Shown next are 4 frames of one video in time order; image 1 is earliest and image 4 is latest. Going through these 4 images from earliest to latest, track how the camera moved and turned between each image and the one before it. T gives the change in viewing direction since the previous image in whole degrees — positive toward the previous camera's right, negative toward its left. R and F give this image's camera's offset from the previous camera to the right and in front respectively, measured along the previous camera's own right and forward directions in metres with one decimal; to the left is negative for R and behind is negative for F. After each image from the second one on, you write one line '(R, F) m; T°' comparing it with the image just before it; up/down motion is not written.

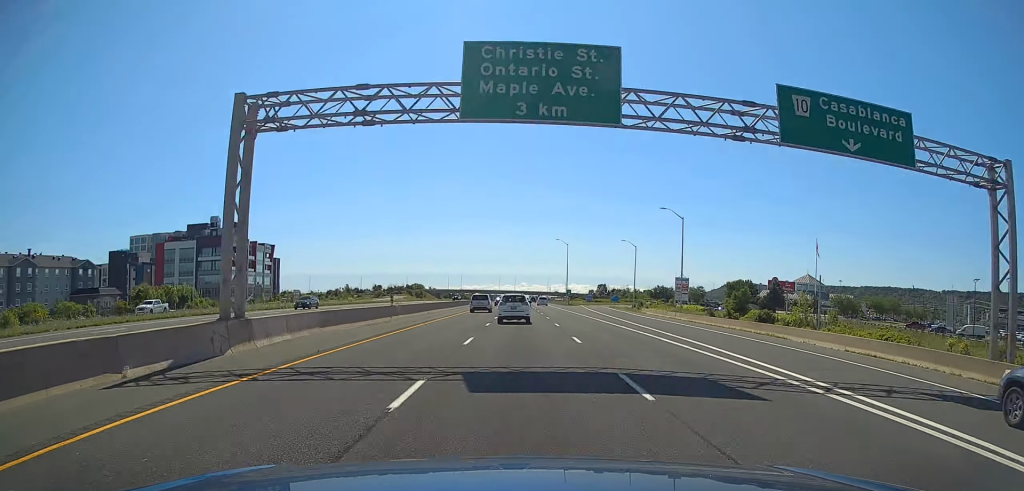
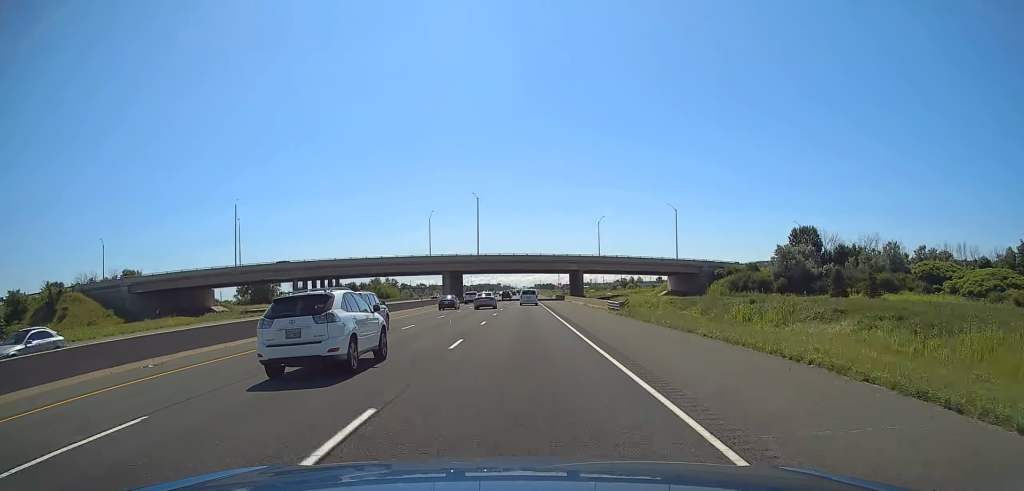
(-2.2, +356.2) m; -1°
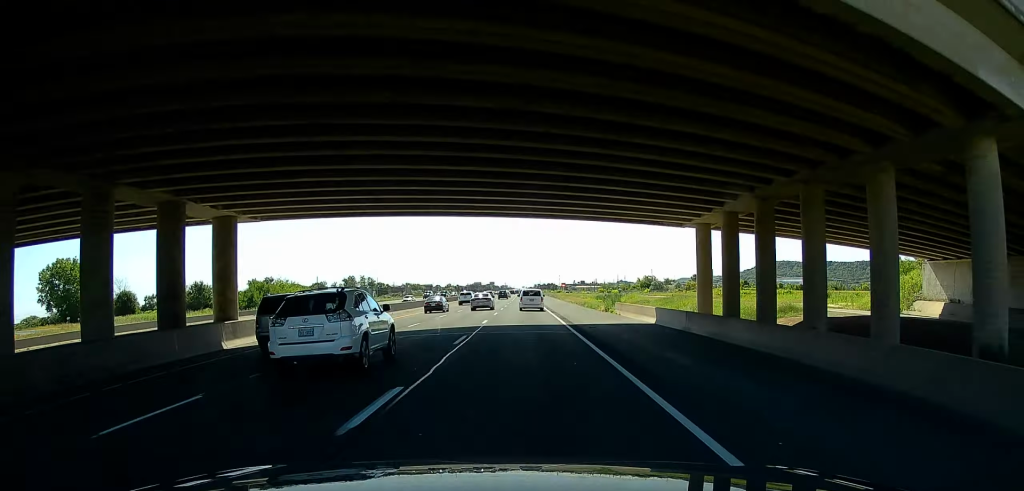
(-0.1, +106.1) m; 0°
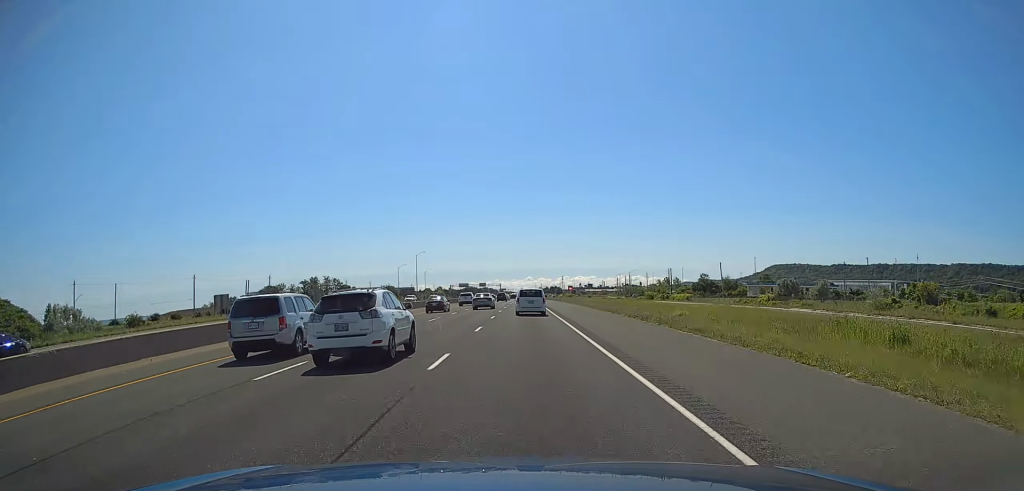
(-0.2, +116.0) m; 0°
